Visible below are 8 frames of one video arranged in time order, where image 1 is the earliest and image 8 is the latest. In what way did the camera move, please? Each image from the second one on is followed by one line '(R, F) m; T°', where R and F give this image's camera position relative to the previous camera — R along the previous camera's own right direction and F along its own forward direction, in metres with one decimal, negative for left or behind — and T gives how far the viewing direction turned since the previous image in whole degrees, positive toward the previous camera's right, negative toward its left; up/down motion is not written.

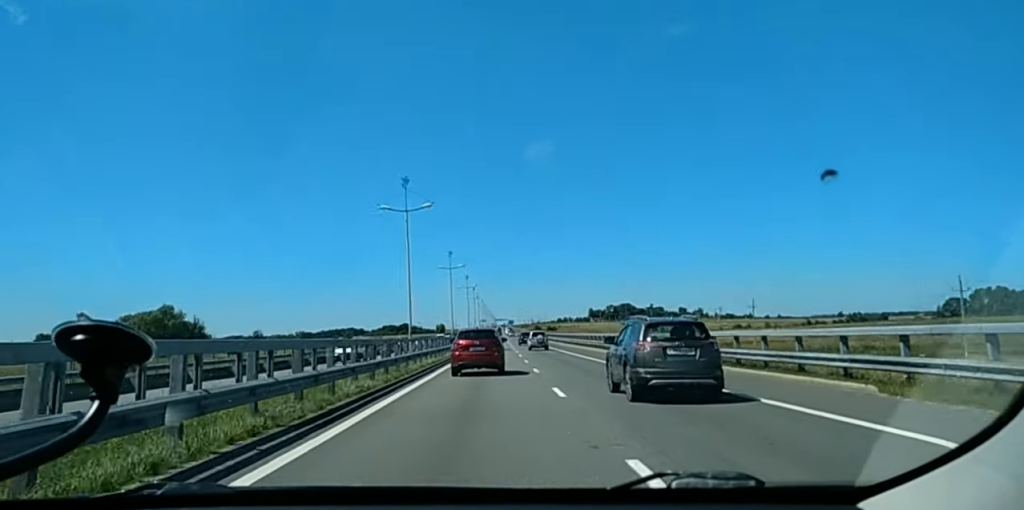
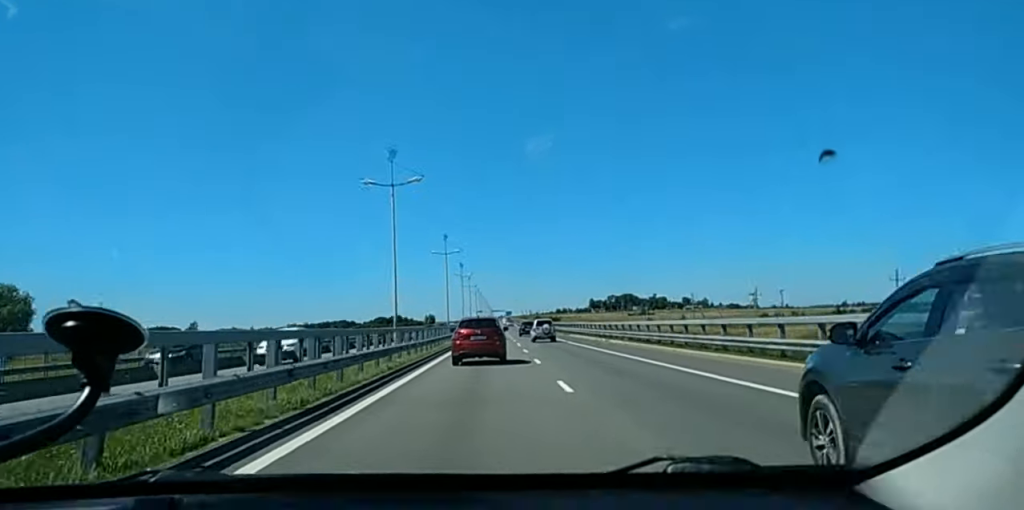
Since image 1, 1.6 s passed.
(+0.1, +48.0) m; +1°
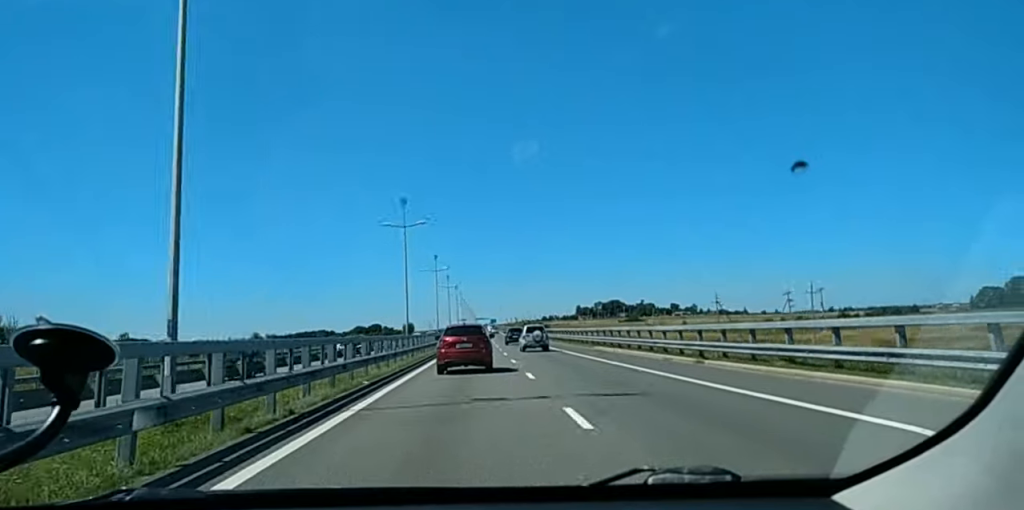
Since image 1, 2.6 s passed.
(+0.3, +29.1) m; 0°
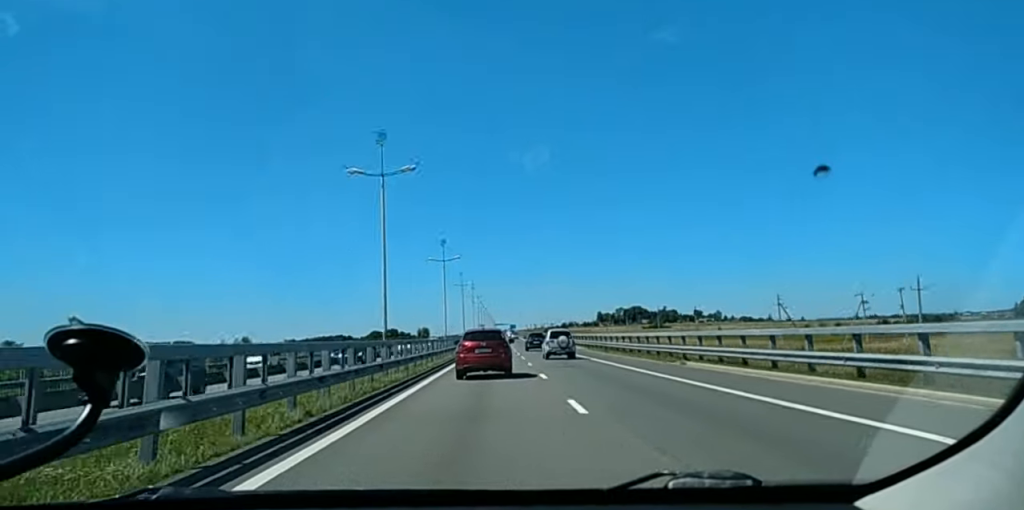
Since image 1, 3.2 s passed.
(+0.4, +20.2) m; 0°
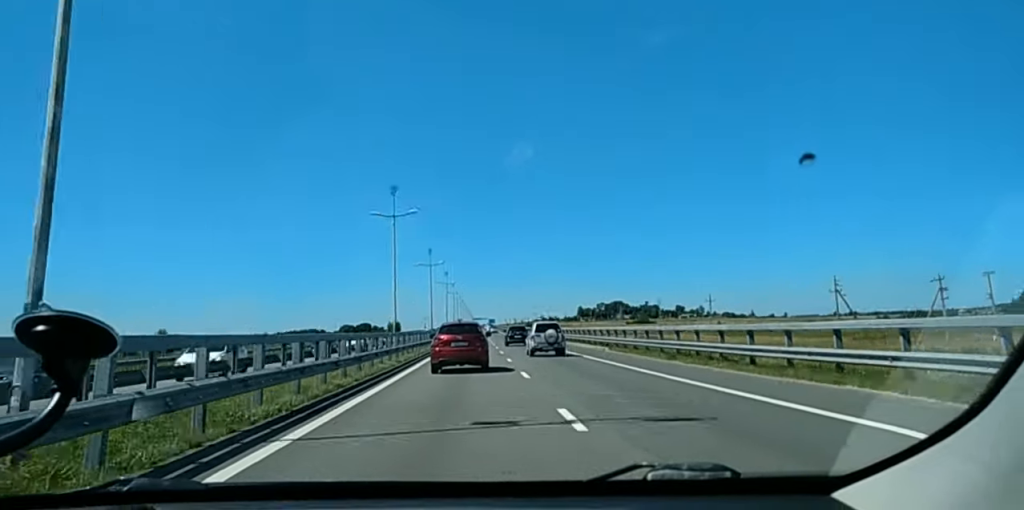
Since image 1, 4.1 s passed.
(-0.5, +29.7) m; -1°
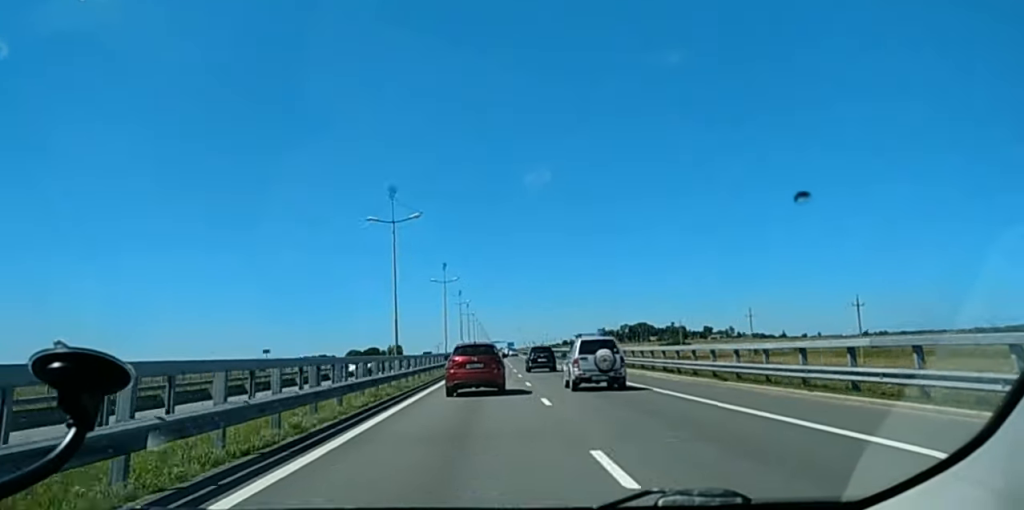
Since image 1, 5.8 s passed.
(-0.6, +51.1) m; -1°
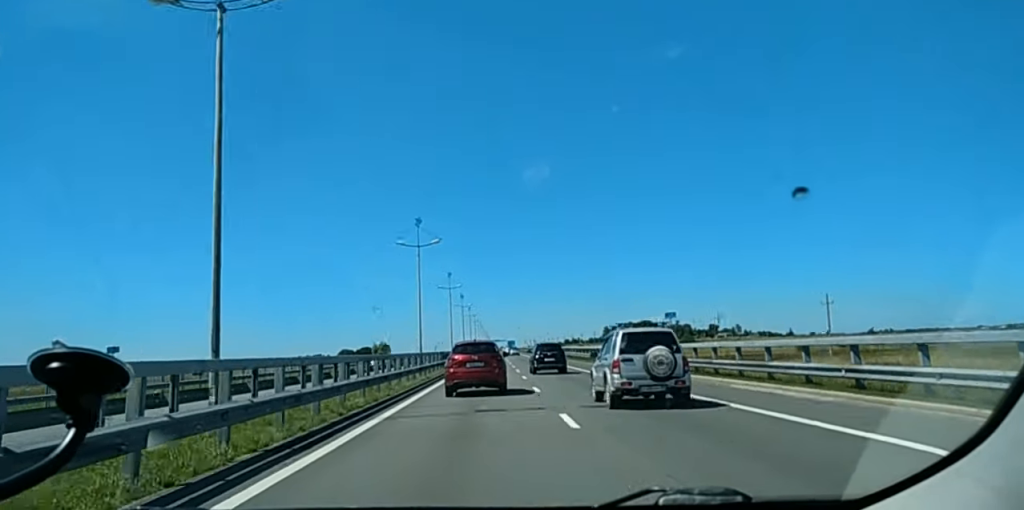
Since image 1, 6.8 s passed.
(-0.1, +29.3) m; 0°
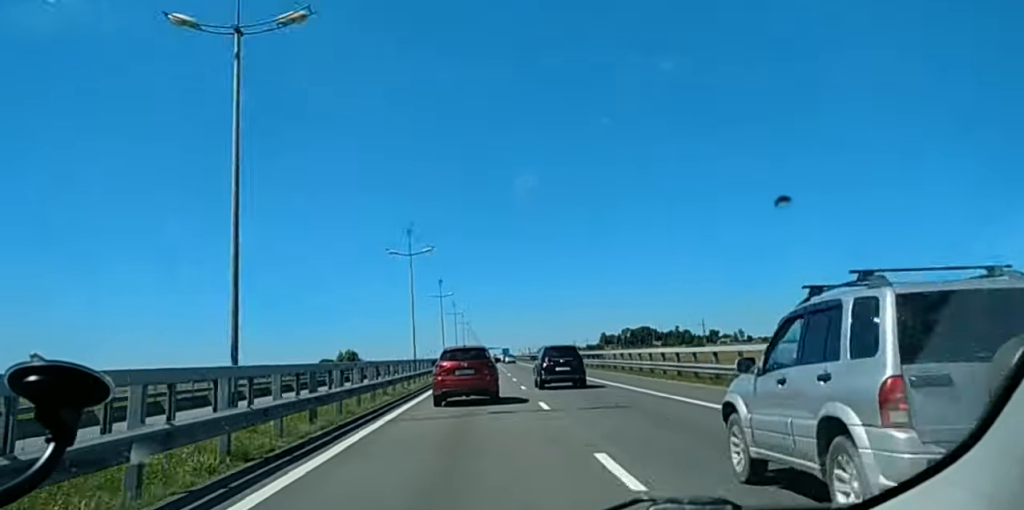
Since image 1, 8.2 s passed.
(+0.4, +40.5) m; 0°
